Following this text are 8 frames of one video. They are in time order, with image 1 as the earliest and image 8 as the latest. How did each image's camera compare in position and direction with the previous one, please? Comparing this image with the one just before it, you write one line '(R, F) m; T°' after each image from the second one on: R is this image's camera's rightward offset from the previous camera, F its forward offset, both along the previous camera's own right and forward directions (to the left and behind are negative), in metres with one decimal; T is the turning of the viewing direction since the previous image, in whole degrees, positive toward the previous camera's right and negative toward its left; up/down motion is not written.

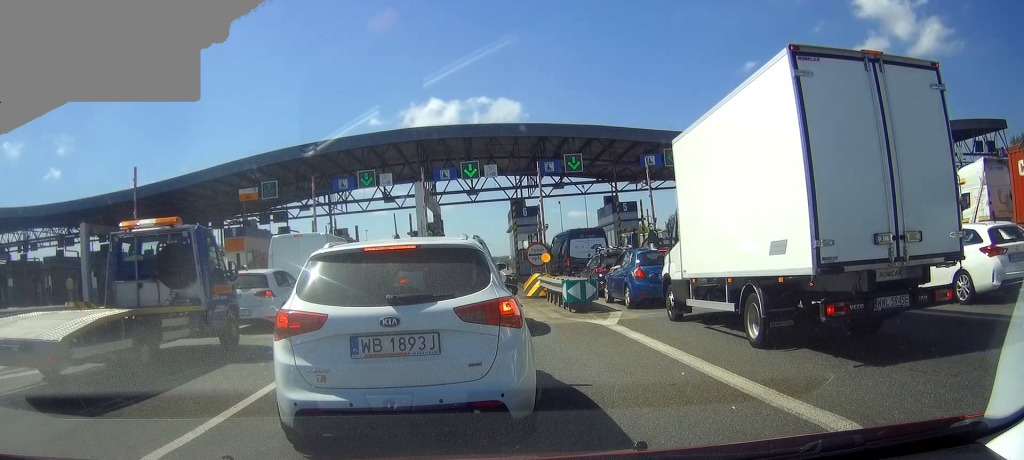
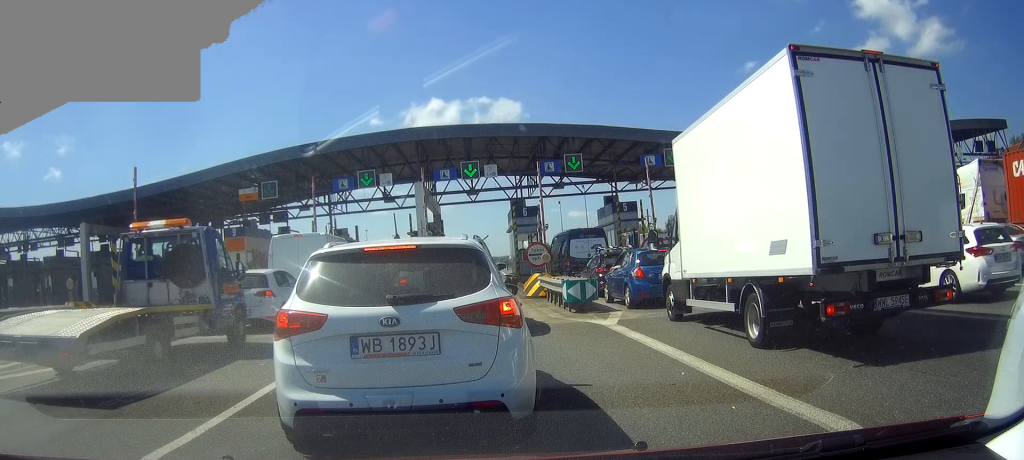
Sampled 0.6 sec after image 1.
(0.0, 0.0) m; 0°
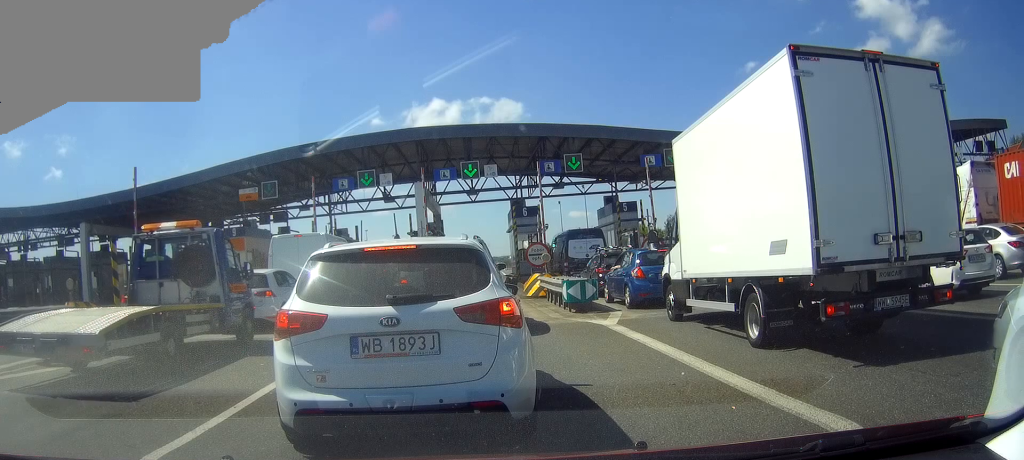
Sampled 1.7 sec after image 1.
(0.0, 0.0) m; 0°
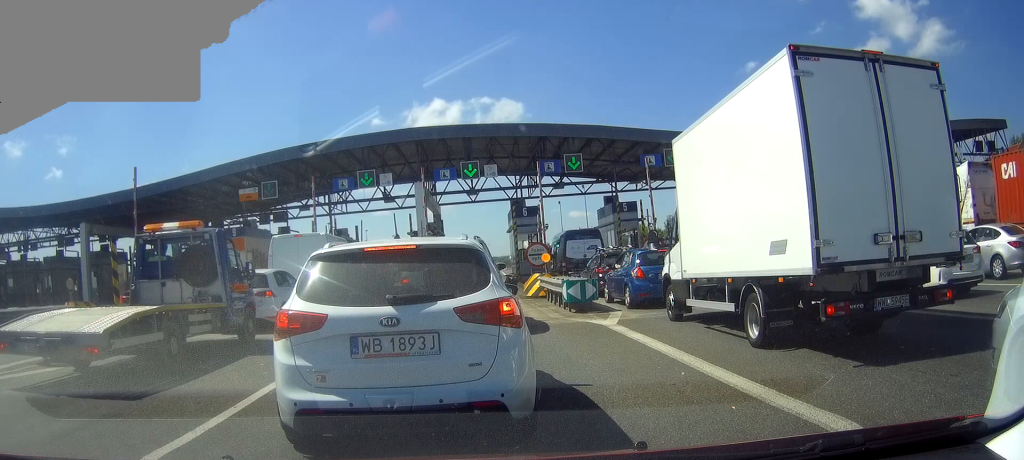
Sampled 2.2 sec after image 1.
(0.0, 0.0) m; 0°
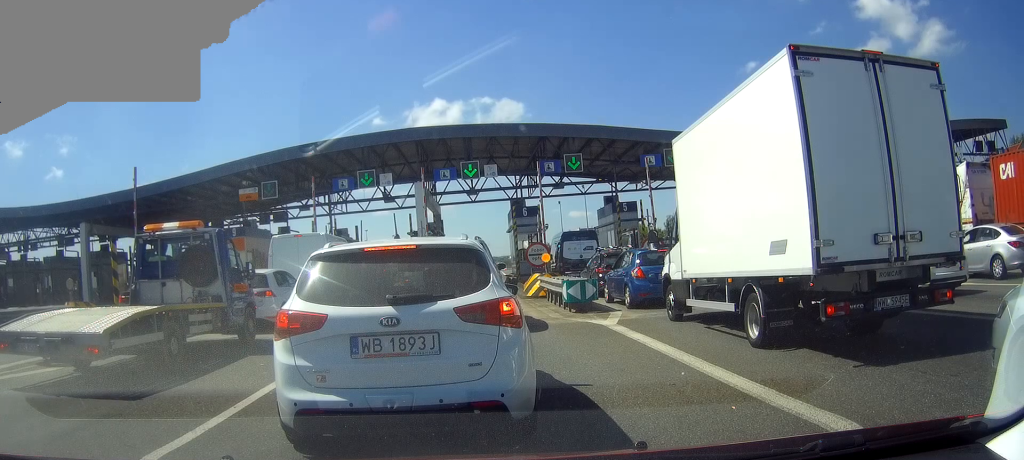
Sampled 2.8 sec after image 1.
(0.0, 0.0) m; 0°
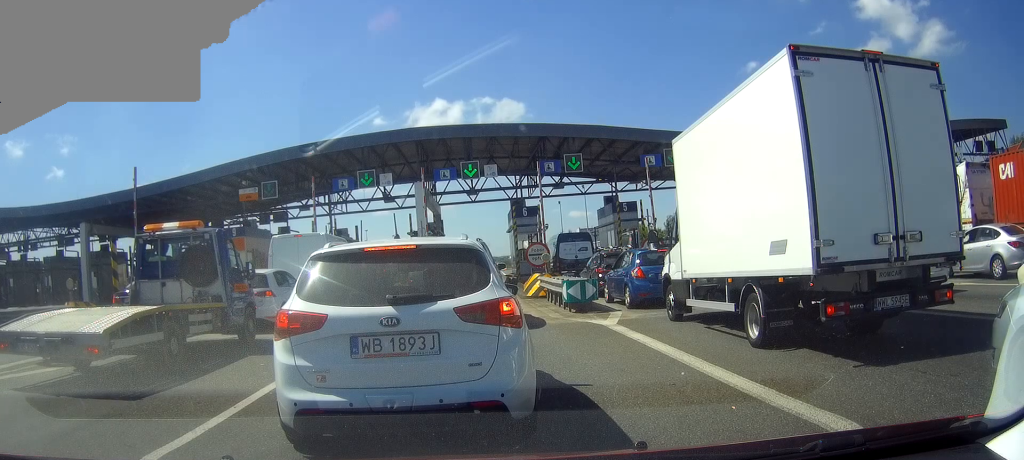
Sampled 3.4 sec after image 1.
(0.0, 0.0) m; 0°
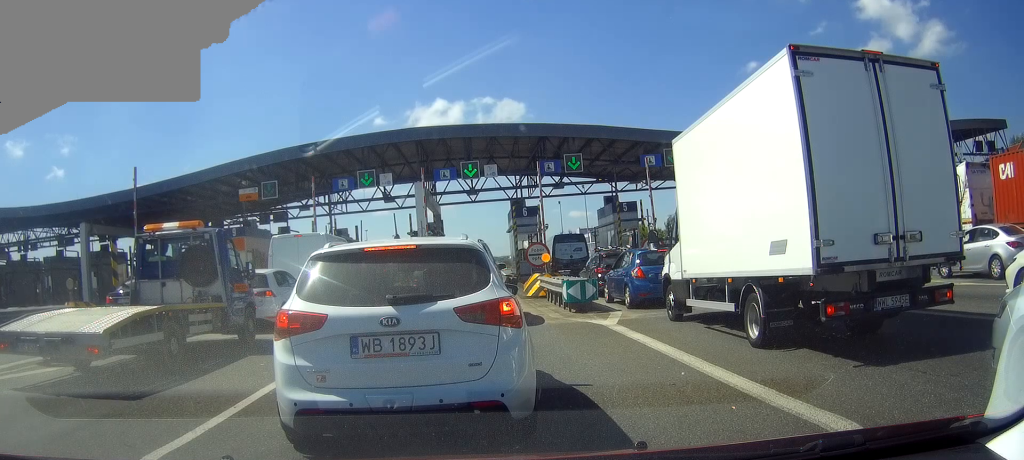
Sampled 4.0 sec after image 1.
(0.0, 0.0) m; 0°
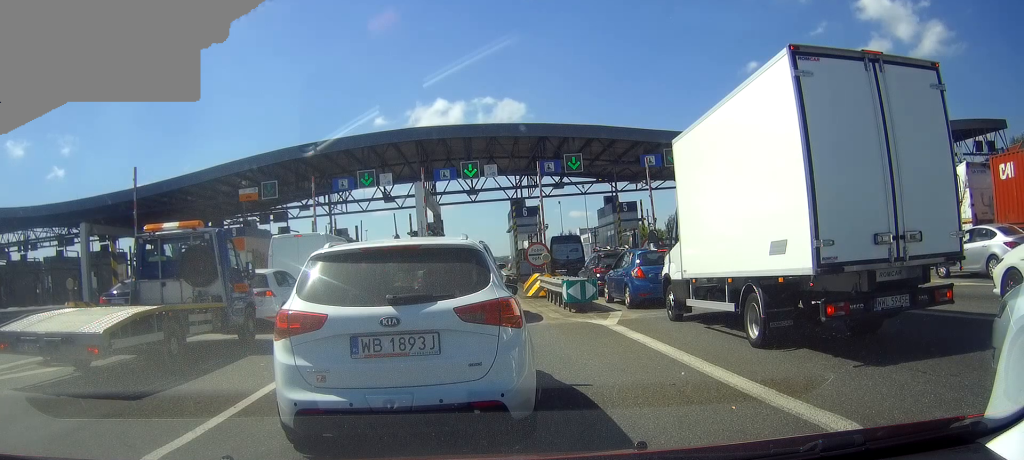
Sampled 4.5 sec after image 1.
(0.0, 0.0) m; 0°
